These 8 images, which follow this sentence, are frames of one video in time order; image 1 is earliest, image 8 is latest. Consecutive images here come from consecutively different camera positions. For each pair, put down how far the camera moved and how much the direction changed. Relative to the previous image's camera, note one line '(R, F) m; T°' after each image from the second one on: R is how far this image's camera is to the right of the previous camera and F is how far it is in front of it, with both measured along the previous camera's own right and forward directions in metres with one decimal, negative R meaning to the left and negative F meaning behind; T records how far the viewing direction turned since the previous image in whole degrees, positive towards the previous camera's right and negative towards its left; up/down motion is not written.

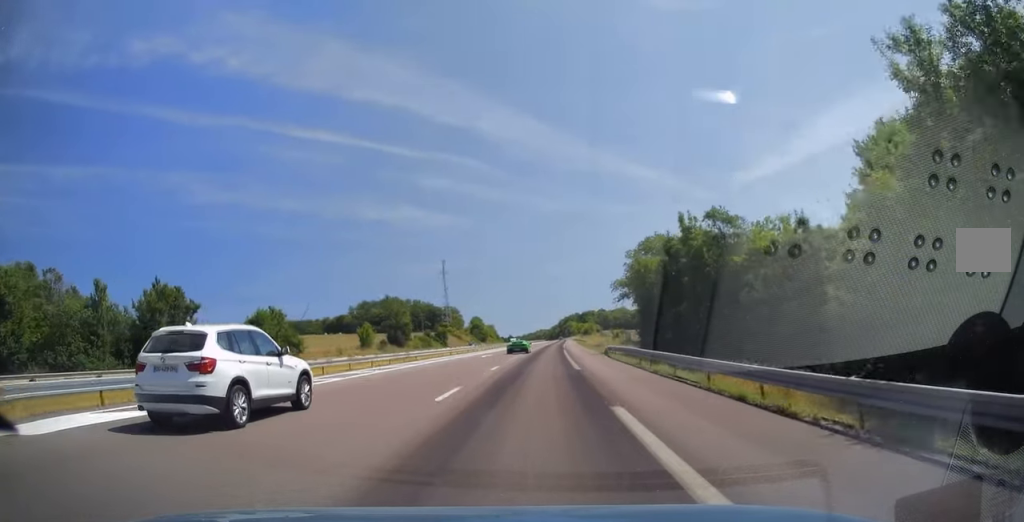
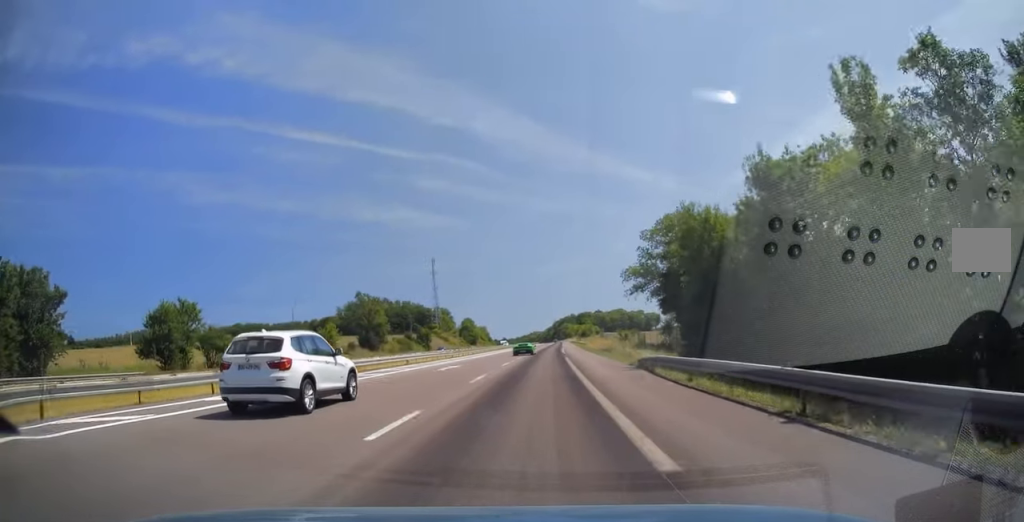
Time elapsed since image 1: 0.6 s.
(+0.1, +18.1) m; 0°
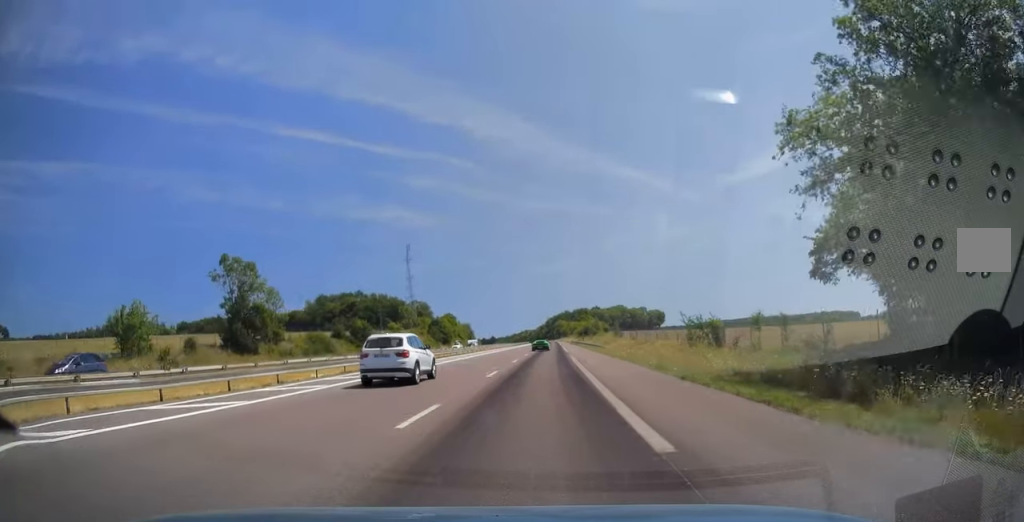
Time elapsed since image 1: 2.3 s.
(0.0, +50.7) m; 0°
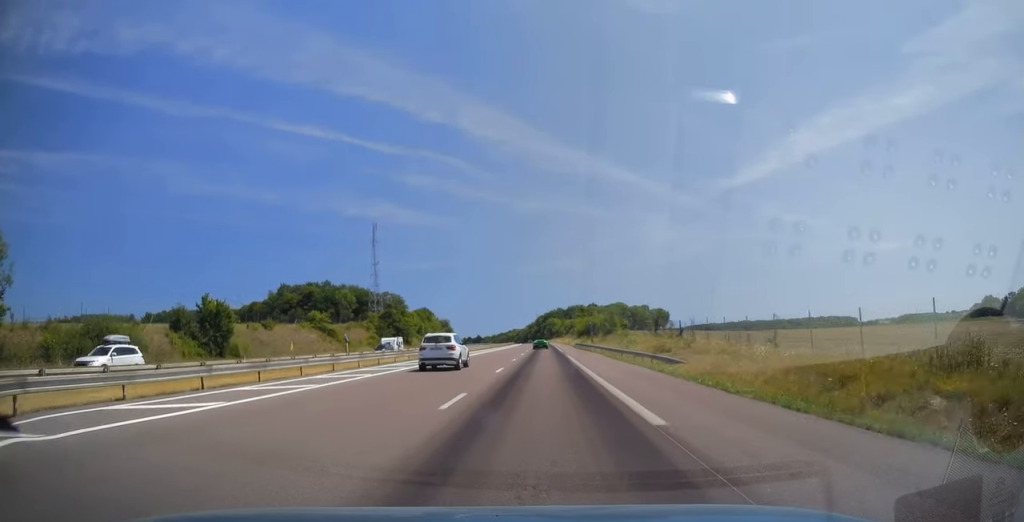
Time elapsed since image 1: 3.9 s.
(0.0, +49.8) m; 0°
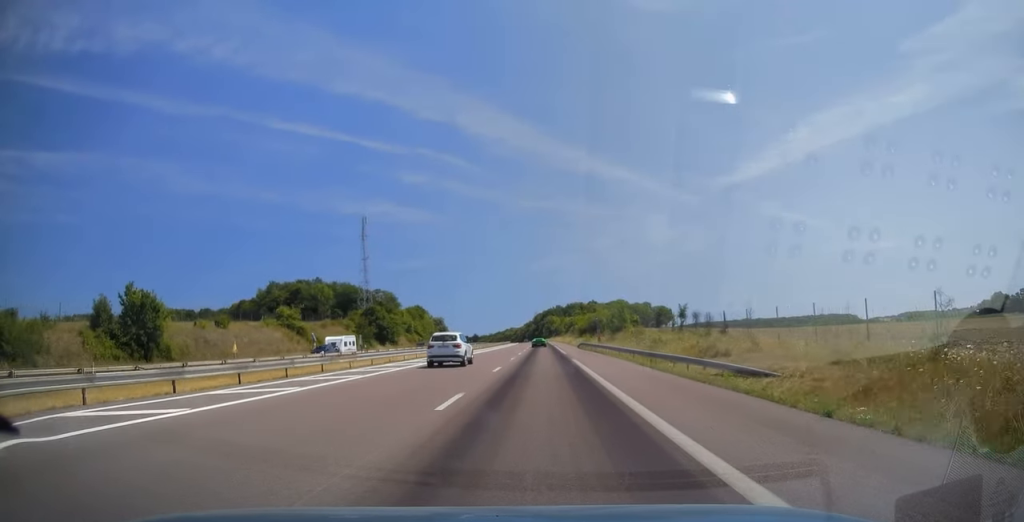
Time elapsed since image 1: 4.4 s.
(-0.1, +13.6) m; 0°
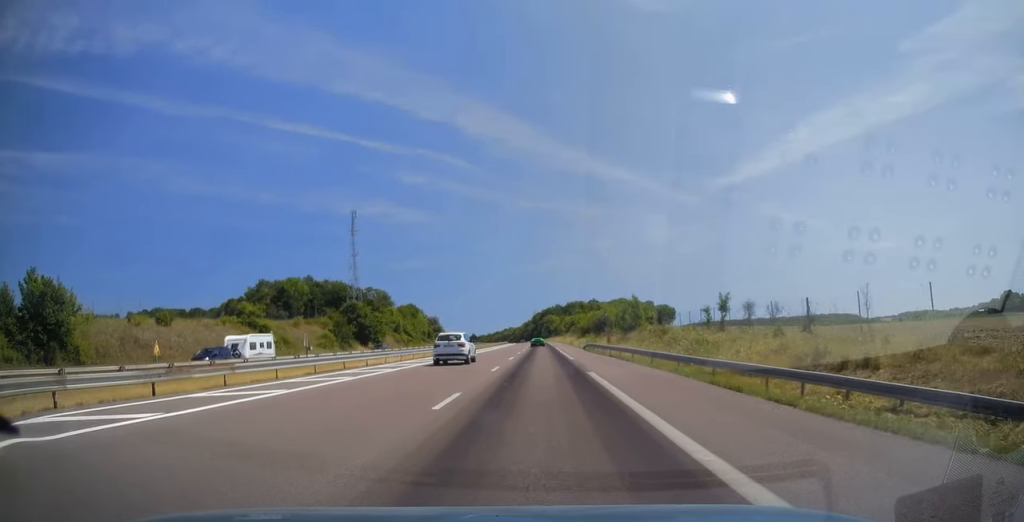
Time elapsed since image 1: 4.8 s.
(+0.1, +13.1) m; 0°
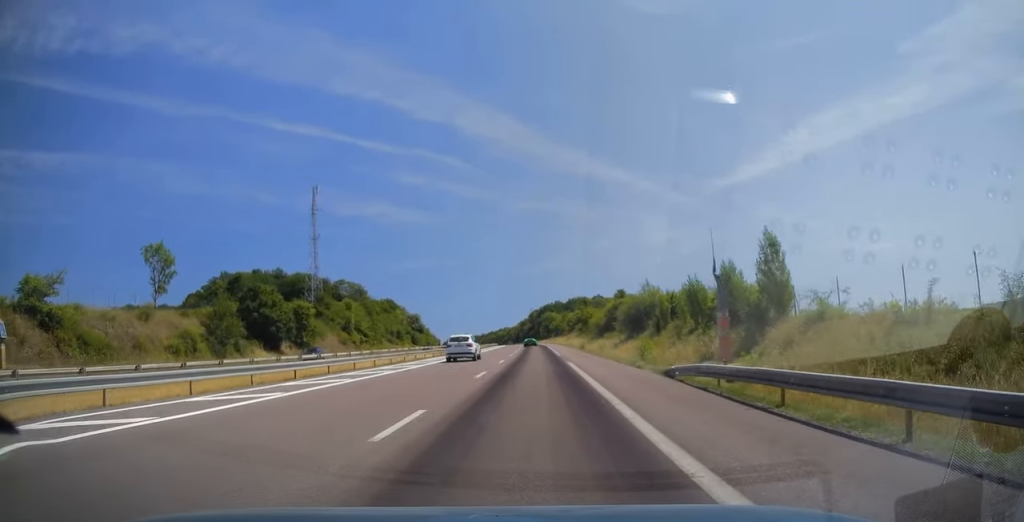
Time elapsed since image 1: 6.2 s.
(+0.5, +42.3) m; 0°
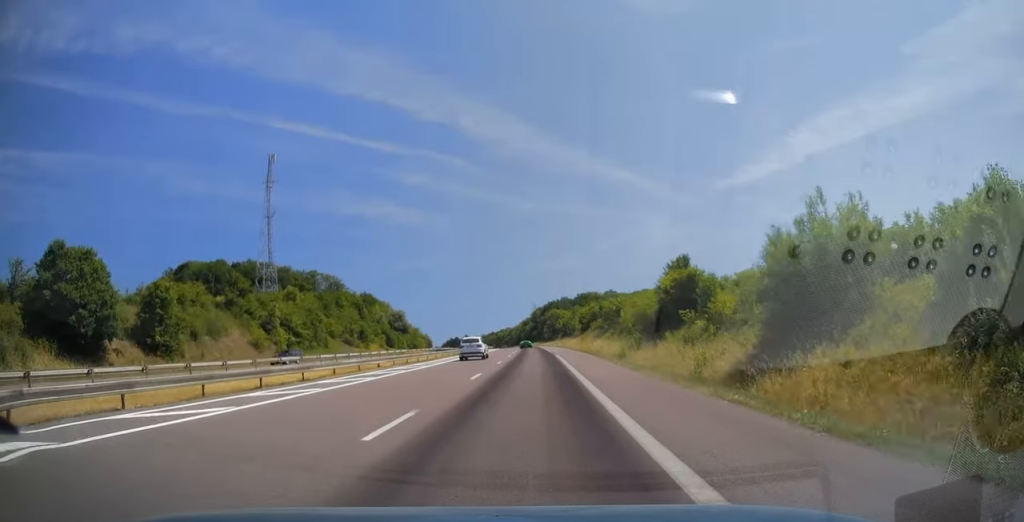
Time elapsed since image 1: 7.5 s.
(-0.5, +39.2) m; 0°
